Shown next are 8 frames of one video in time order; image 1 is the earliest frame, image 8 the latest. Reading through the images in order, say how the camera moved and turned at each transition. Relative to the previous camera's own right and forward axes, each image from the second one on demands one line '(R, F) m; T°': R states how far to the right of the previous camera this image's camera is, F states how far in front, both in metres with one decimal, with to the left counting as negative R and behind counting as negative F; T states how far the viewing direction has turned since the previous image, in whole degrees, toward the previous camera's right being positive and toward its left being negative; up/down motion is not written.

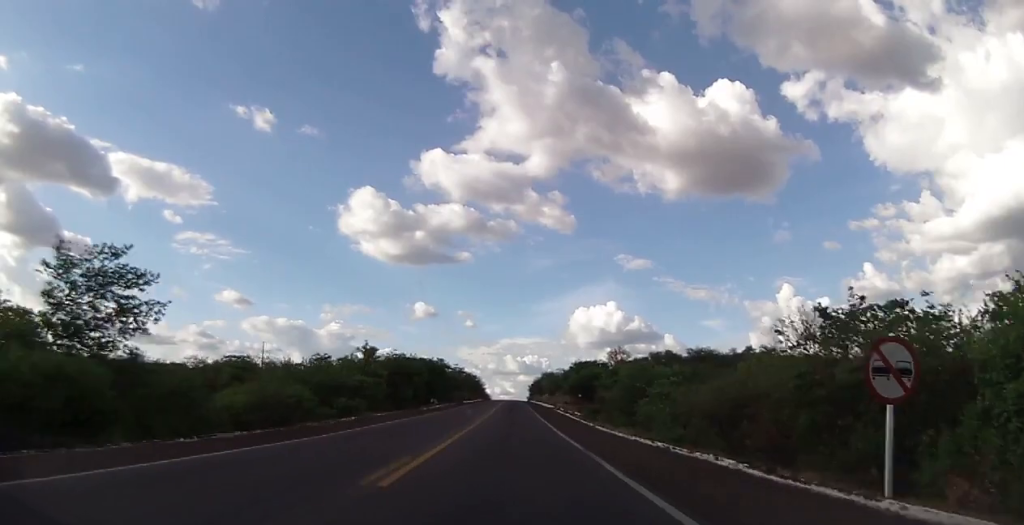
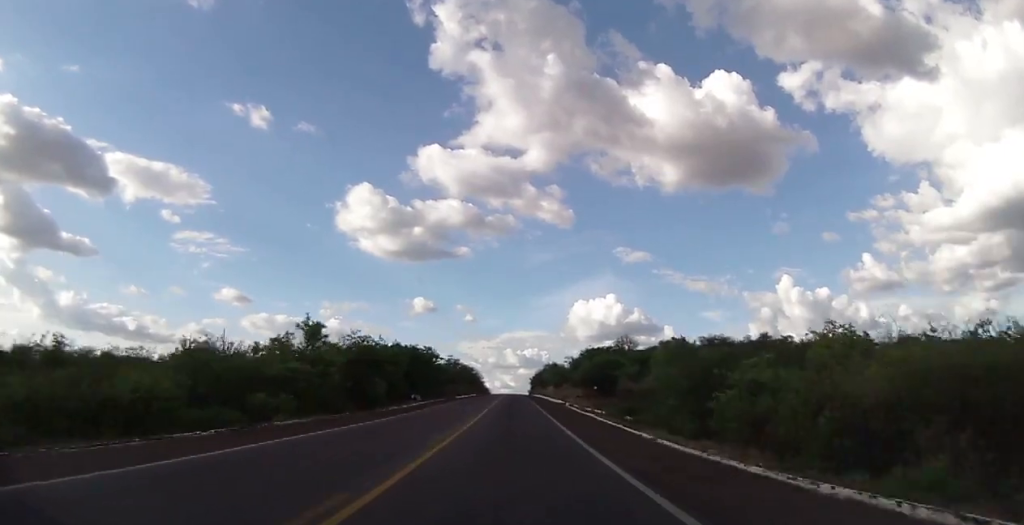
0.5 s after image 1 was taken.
(+0.1, +16.5) m; 0°
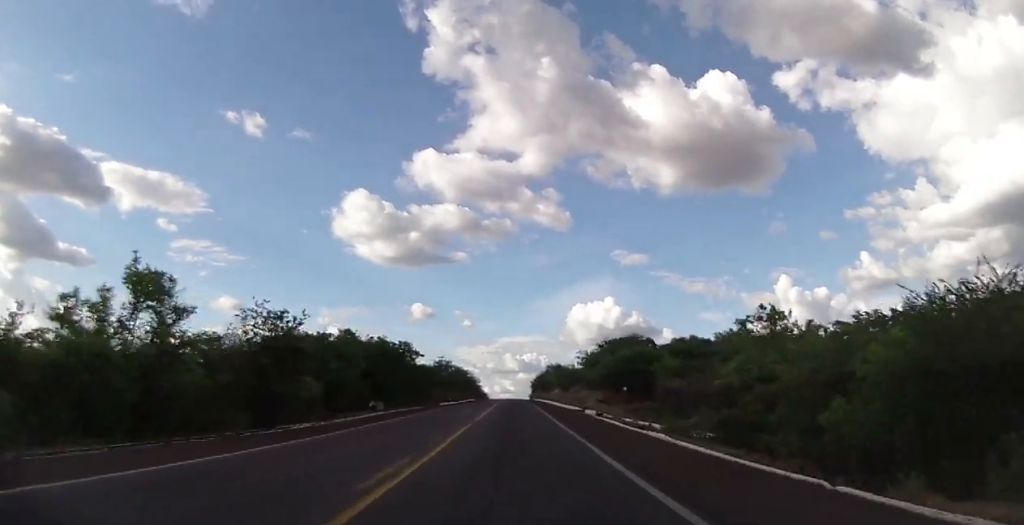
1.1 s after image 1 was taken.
(+0.3, +19.8) m; 0°
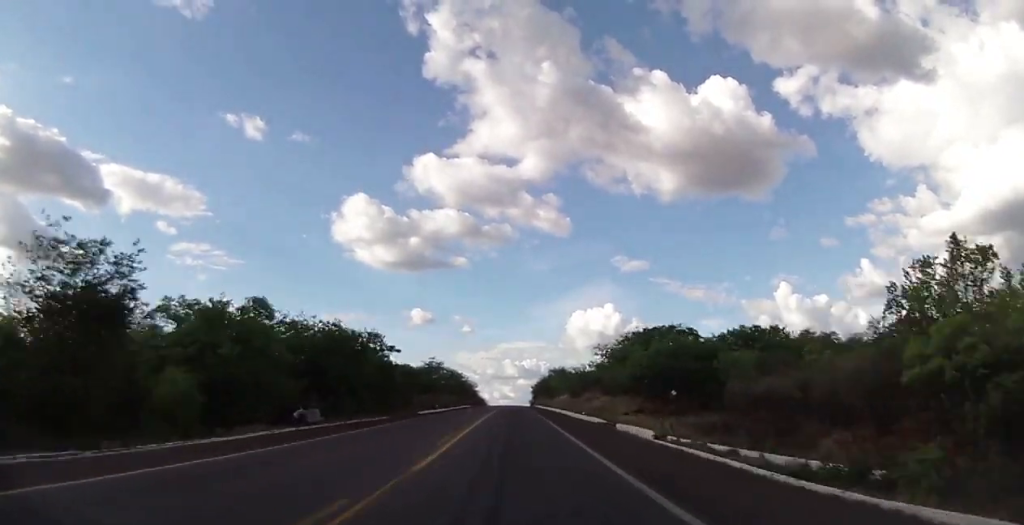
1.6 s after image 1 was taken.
(-0.2, +16.6) m; 0°
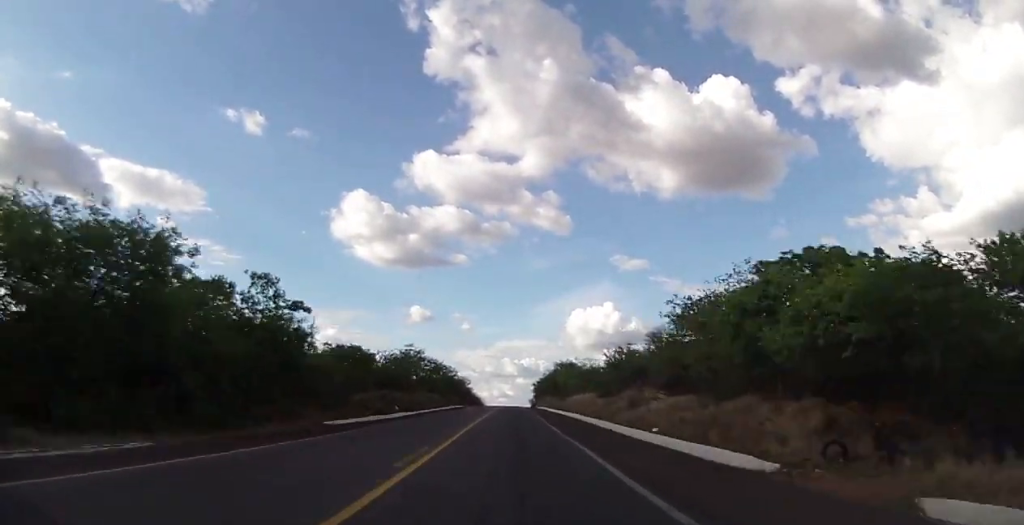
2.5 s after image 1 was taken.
(-0.2, +28.7) m; 0°
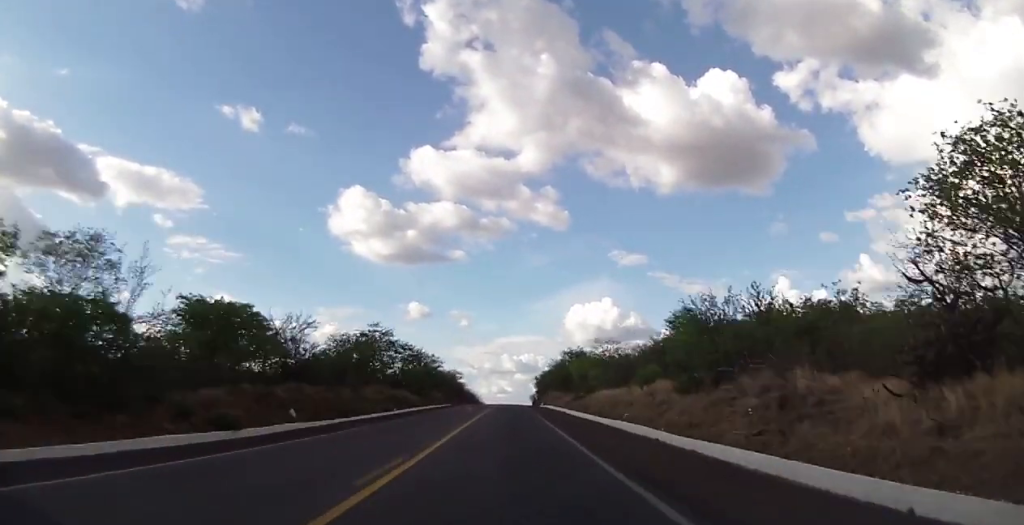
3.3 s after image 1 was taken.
(+0.3, +26.5) m; +1°
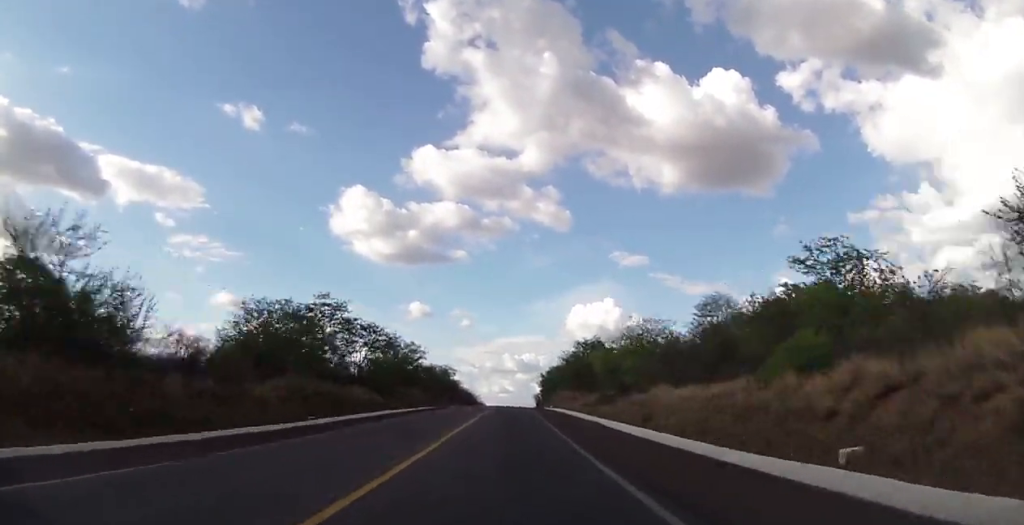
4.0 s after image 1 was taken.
(0.0, +23.2) m; -1°
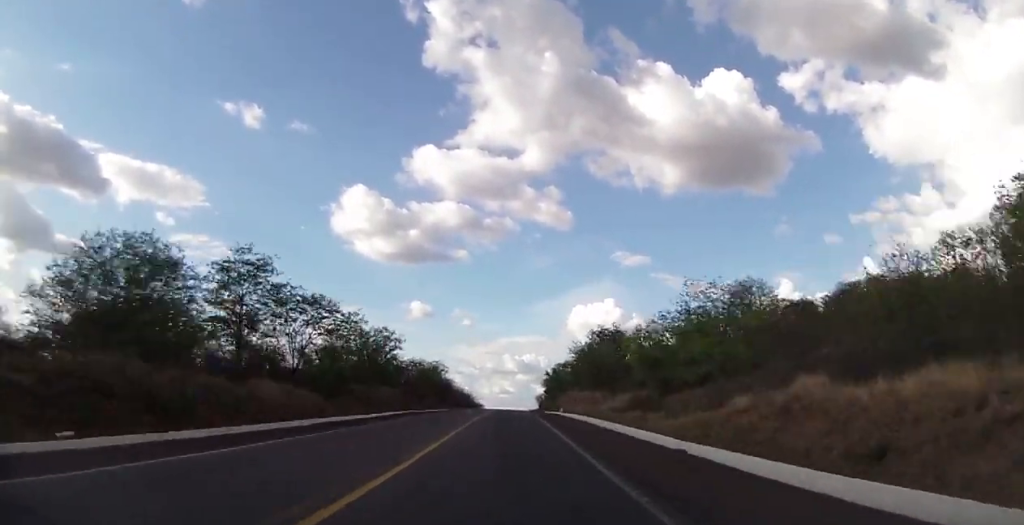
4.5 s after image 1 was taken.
(-0.1, +18.7) m; 0°
